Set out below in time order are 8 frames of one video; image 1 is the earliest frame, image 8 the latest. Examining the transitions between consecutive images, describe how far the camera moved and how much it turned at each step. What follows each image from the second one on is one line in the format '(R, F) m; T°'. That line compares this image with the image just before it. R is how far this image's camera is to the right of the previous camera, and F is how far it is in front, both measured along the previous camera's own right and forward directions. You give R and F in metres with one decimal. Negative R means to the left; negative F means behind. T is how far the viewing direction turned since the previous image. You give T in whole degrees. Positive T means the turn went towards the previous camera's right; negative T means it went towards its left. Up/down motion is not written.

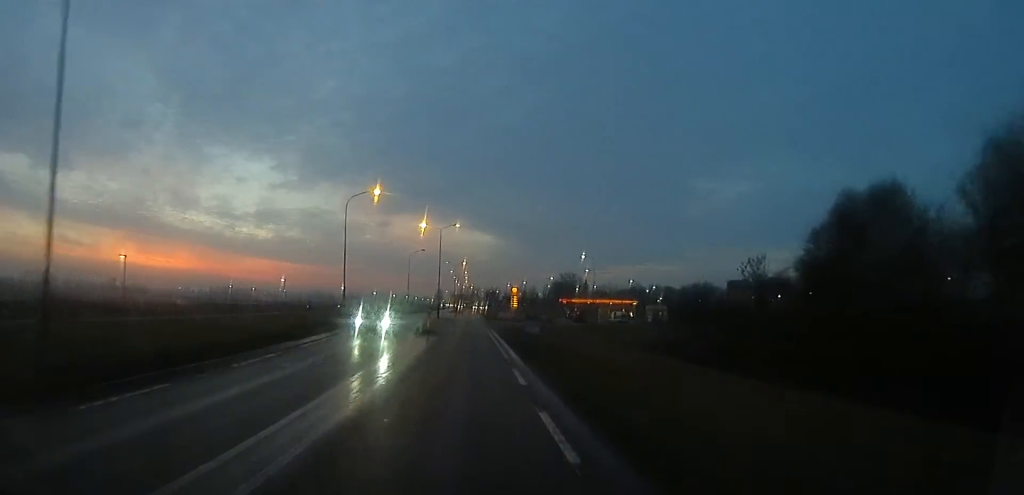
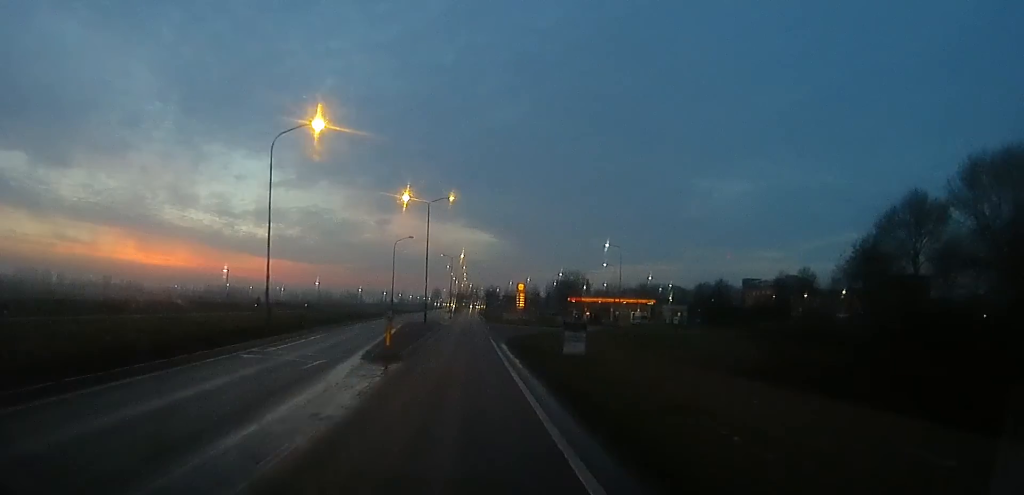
(-0.4, +14.2) m; -1°
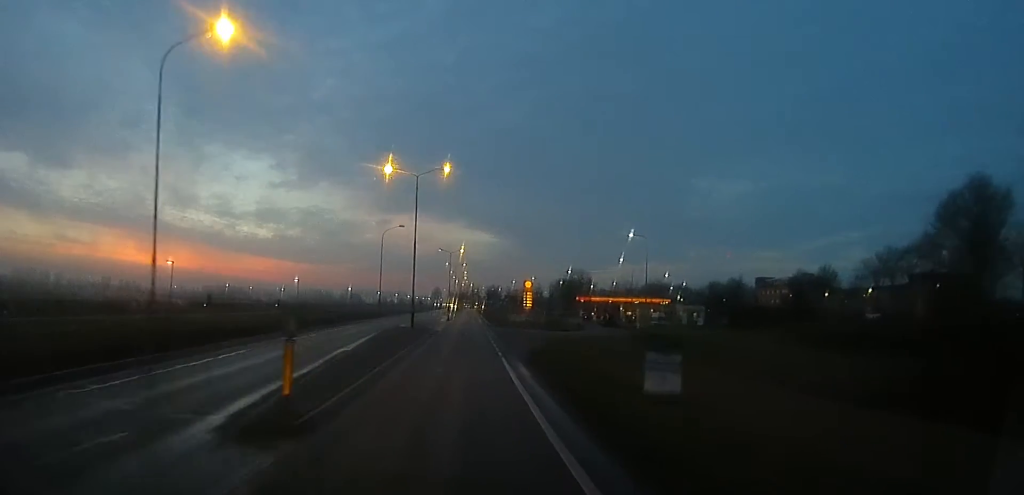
(-0.1, +9.2) m; +1°
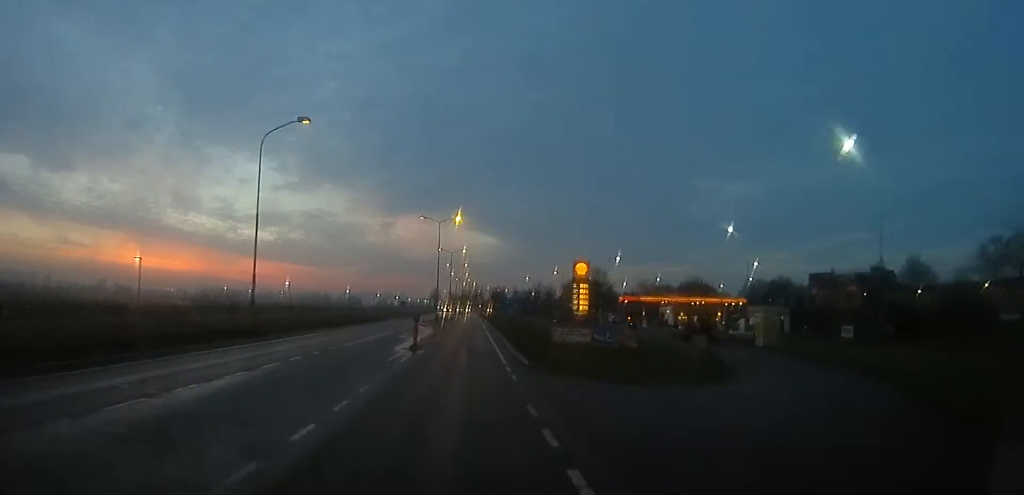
(+0.7, +32.8) m; +1°
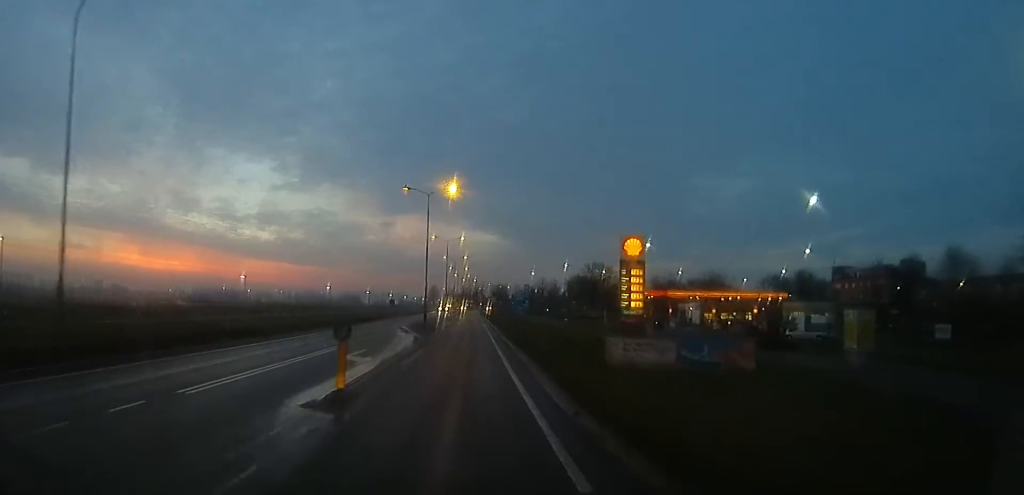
(-0.3, +12.1) m; 0°
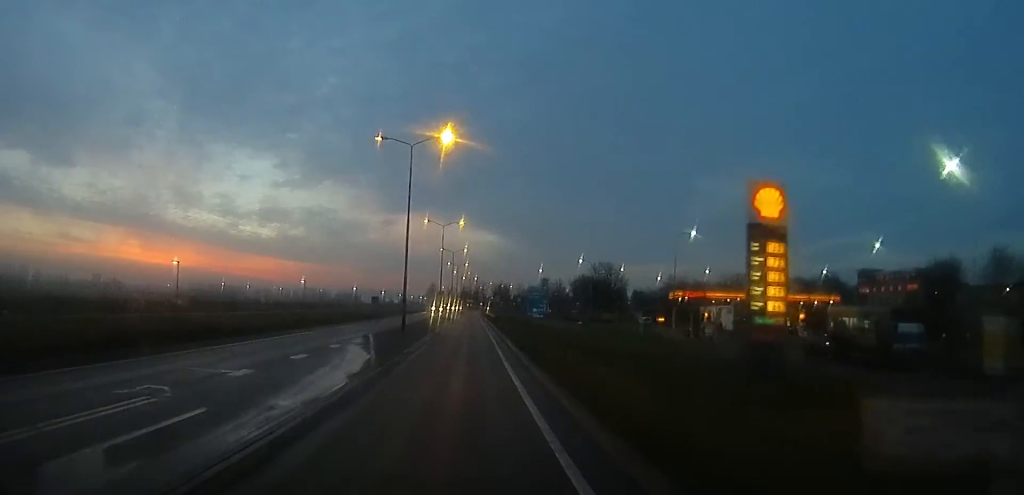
(+0.6, +12.1) m; 0°
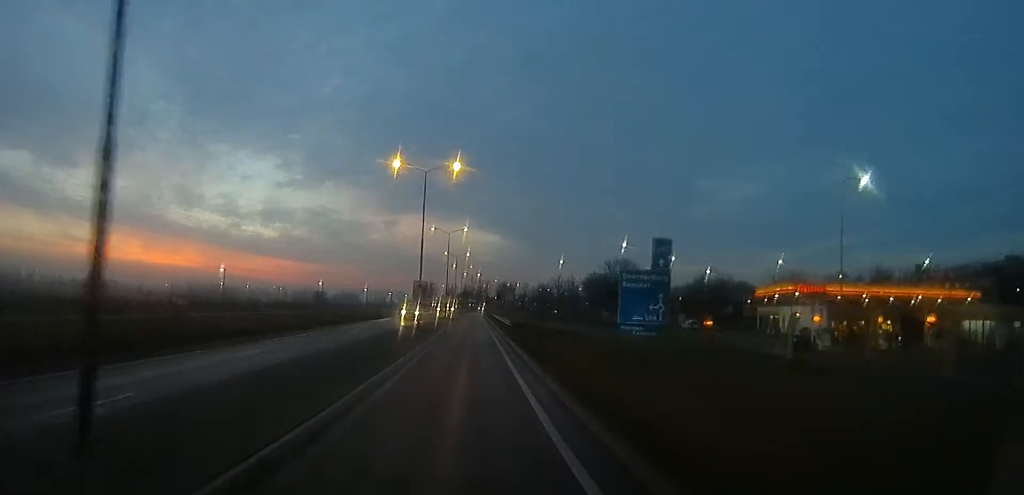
(-0.6, +22.6) m; 0°
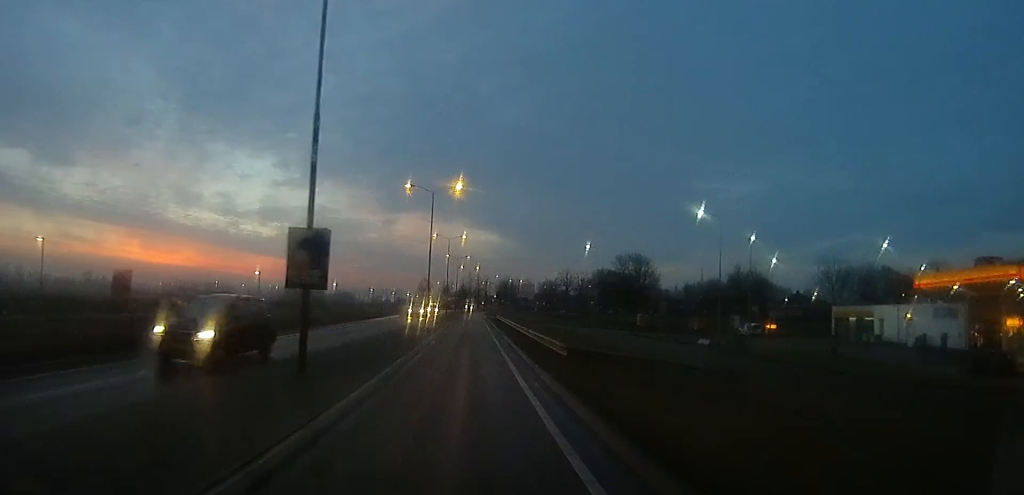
(0.0, +20.7) m; -2°
